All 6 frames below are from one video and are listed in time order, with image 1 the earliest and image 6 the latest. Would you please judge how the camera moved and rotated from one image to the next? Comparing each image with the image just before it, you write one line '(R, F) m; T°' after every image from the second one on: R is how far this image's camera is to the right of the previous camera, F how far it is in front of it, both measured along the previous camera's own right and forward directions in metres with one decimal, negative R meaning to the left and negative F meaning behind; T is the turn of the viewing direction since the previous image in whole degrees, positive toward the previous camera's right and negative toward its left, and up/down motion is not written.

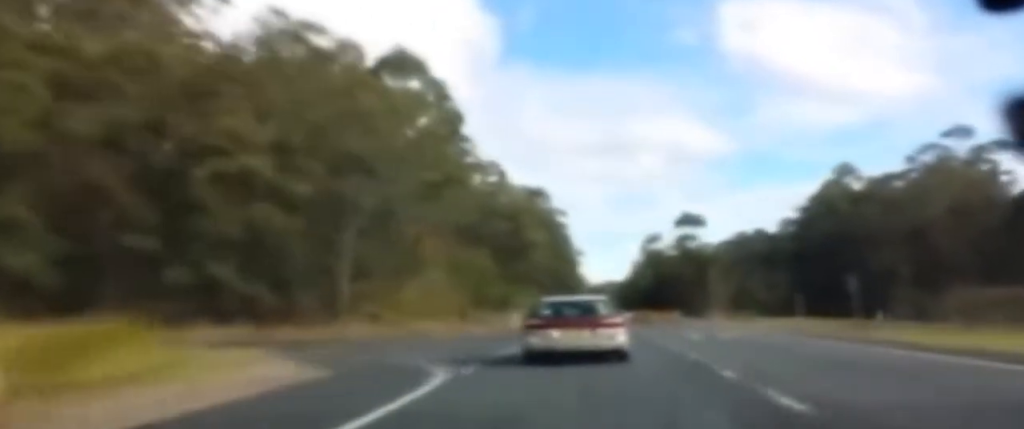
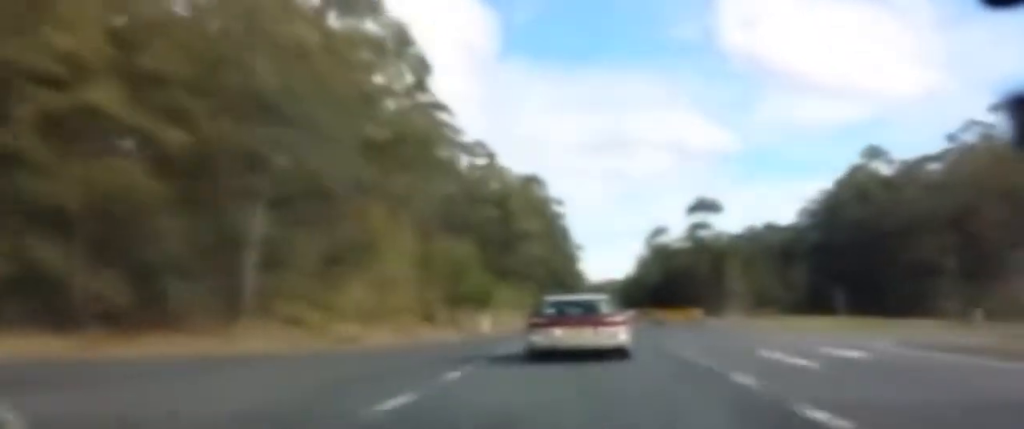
(-0.4, +13.4) m; -1°
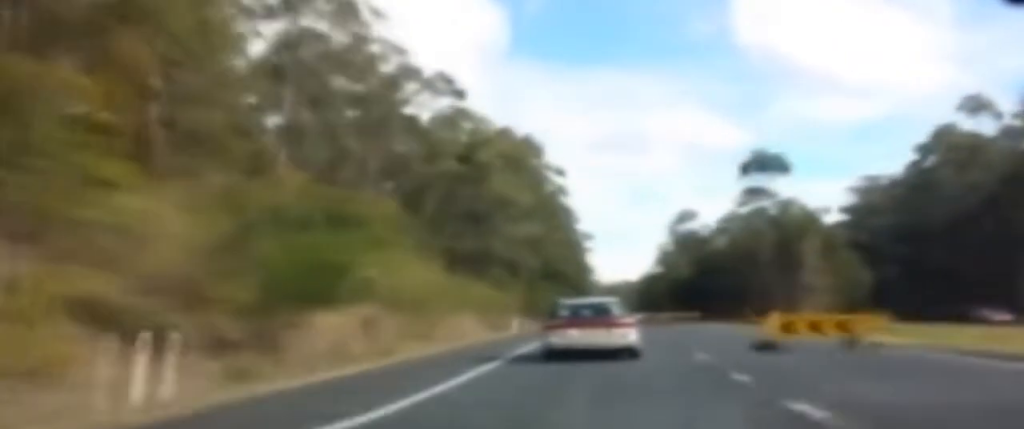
(+0.2, +31.7) m; +1°
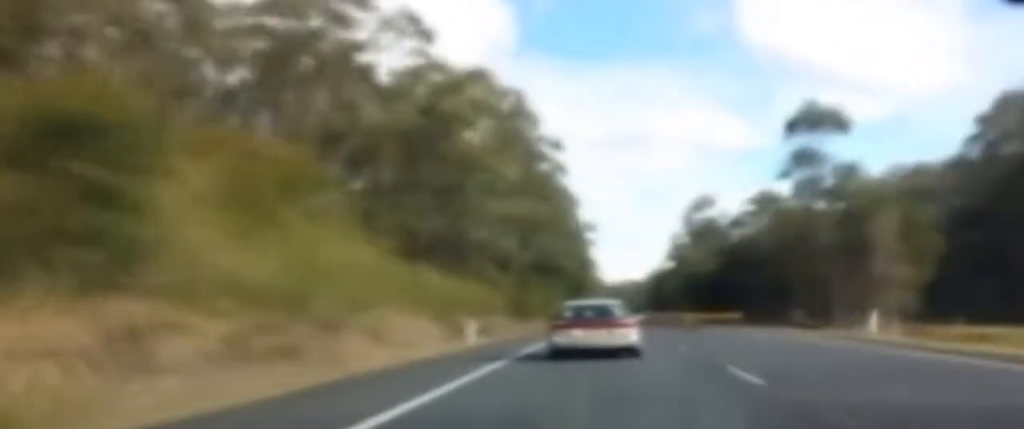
(0.0, +16.8) m; +1°
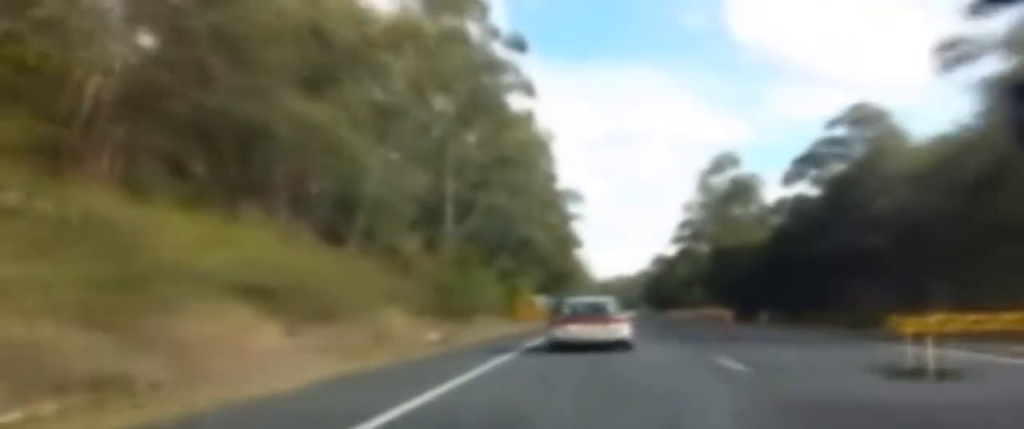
(+0.3, +34.2) m; 0°
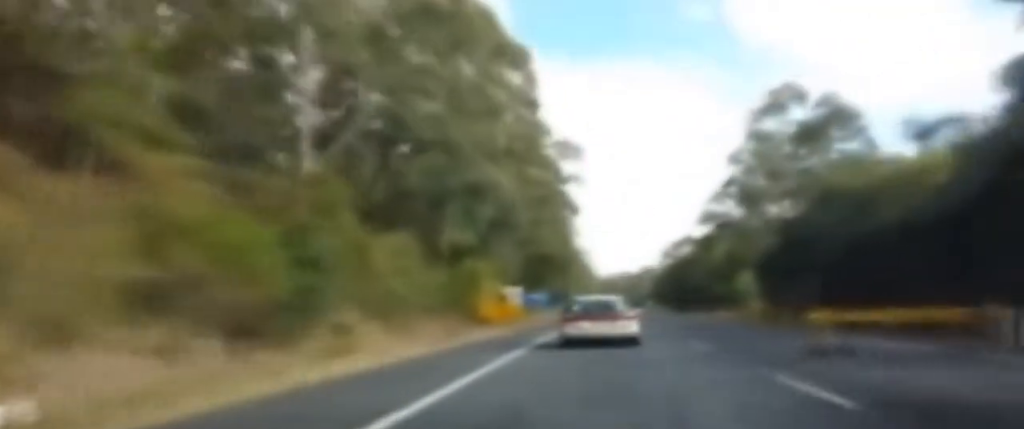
(0.0, +28.7) m; 0°
